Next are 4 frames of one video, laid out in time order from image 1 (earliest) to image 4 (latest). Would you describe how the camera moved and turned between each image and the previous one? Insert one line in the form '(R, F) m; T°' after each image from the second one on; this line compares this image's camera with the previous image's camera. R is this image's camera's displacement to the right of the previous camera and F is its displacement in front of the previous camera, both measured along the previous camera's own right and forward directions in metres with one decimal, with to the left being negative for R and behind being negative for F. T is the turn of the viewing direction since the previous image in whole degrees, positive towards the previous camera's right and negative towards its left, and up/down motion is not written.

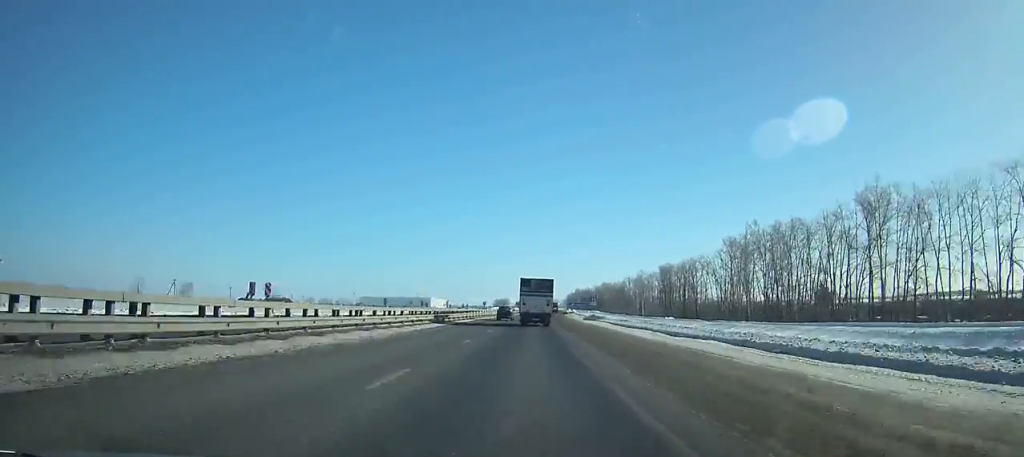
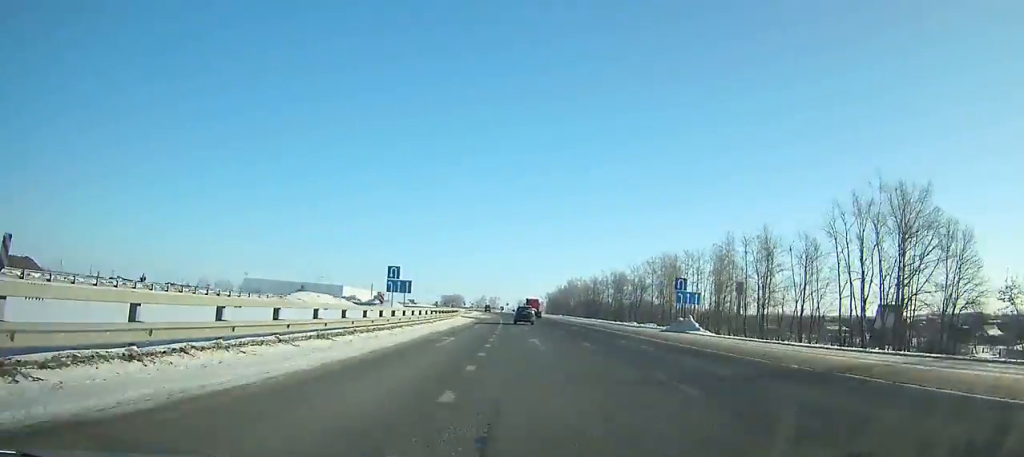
(+7.8, +263.1) m; +2°
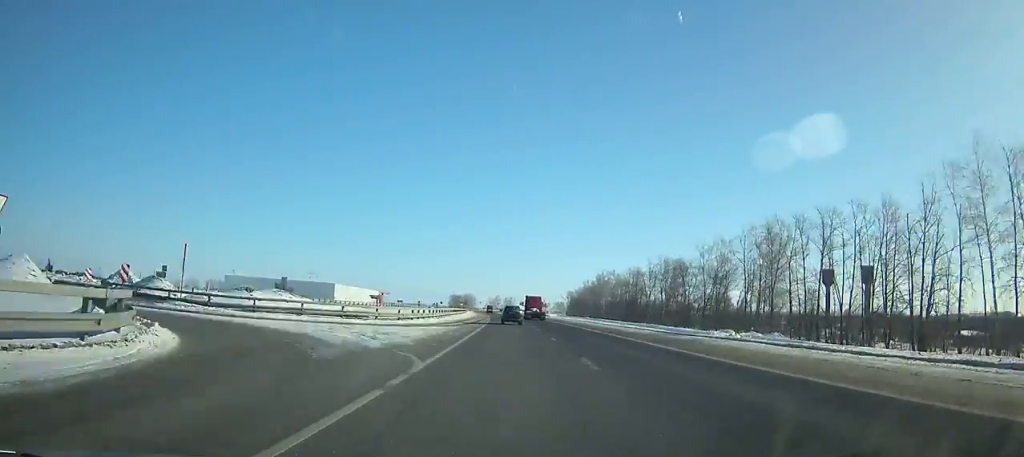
(-0.5, +70.3) m; -2°
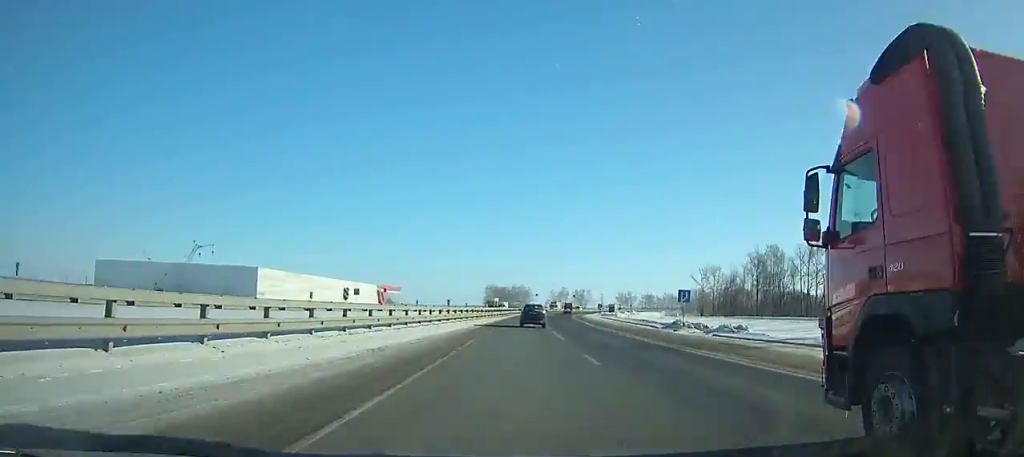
(-14.0, +225.2) m; -5°
